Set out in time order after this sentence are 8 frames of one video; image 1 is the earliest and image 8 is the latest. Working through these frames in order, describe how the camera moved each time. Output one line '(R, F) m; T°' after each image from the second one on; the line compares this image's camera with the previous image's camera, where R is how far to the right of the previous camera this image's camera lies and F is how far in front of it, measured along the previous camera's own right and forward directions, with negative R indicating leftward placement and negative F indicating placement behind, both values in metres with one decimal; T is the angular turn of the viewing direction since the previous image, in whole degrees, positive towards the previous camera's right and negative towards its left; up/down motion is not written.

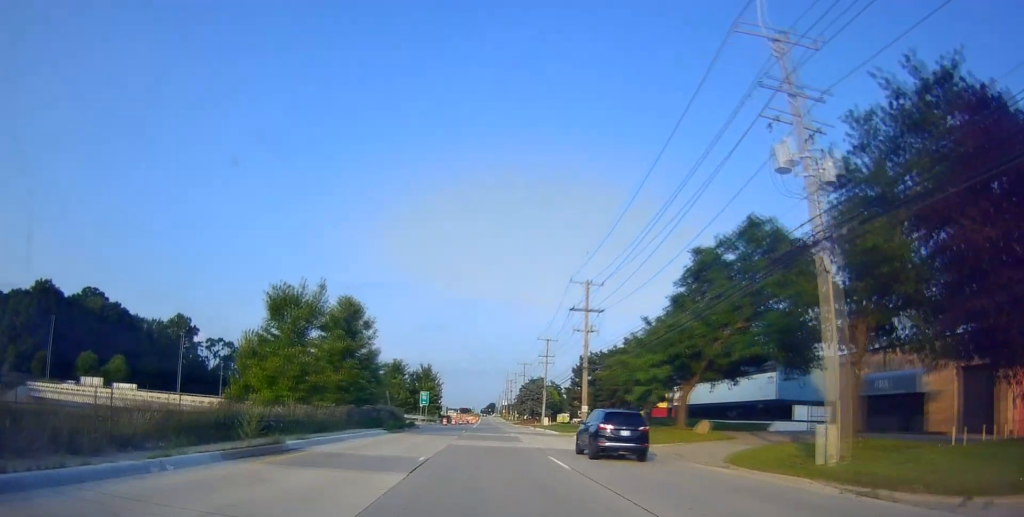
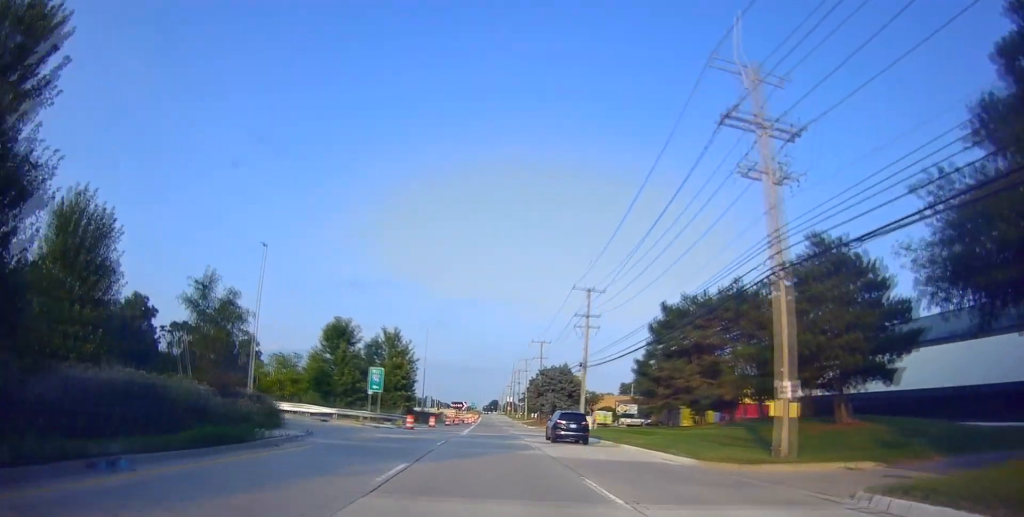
(+1.1, +35.6) m; +2°
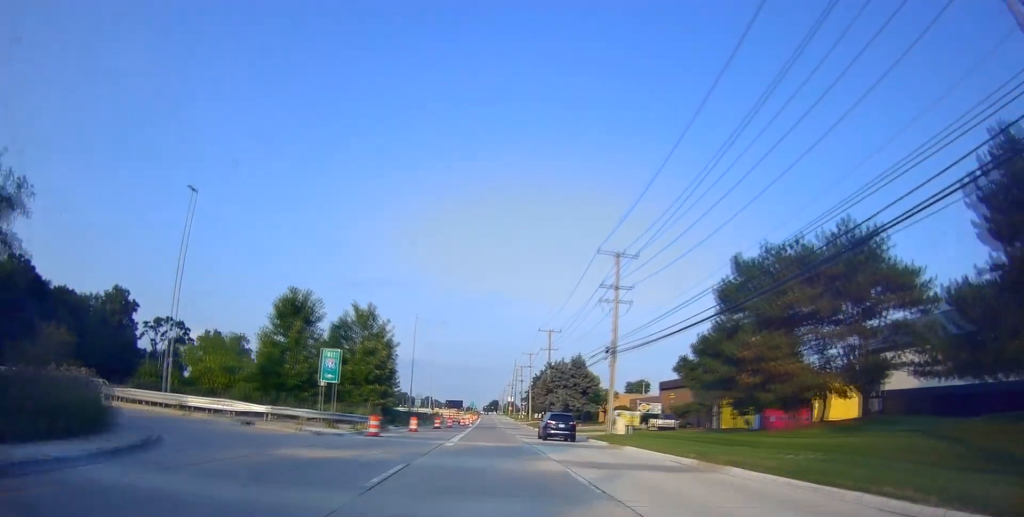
(-0.4, +12.8) m; -1°
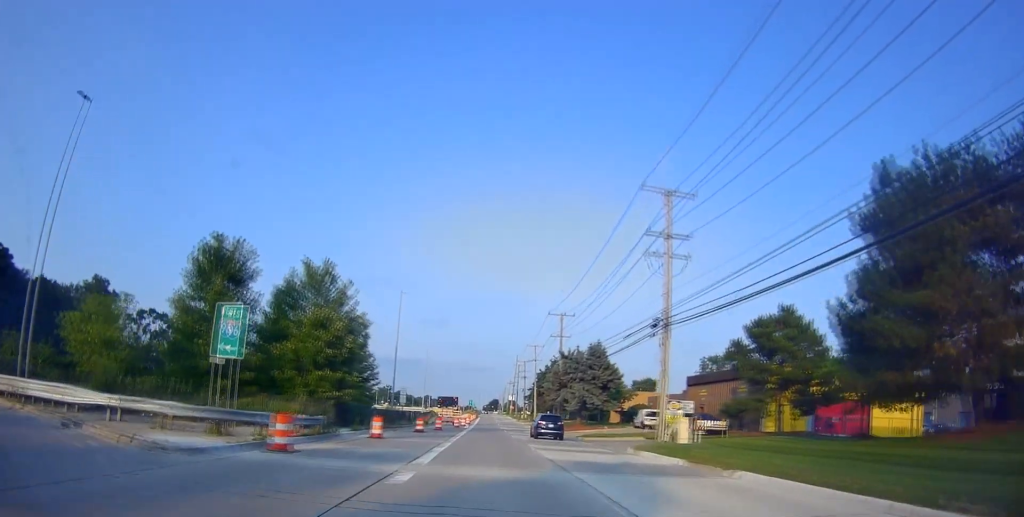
(-0.1, +12.8) m; 0°
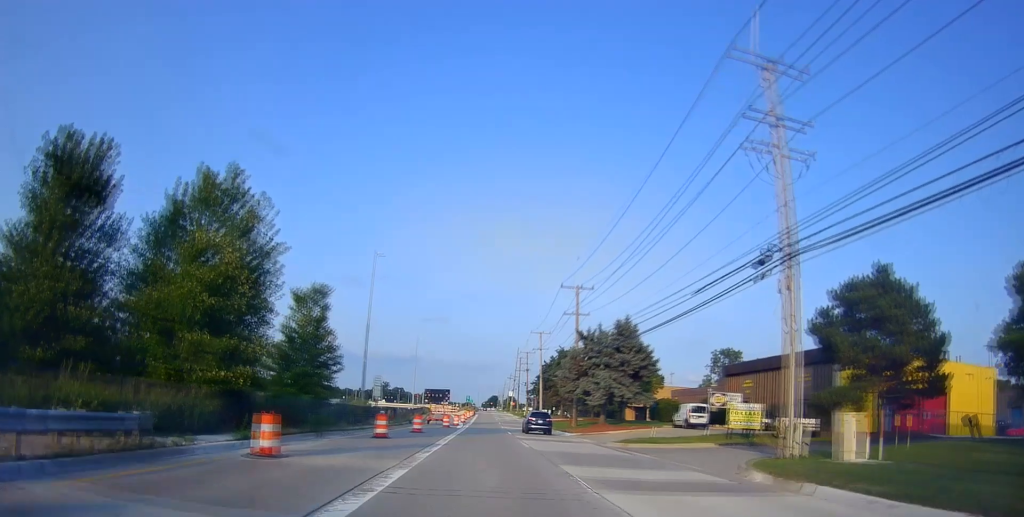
(0.0, +13.4) m; 0°
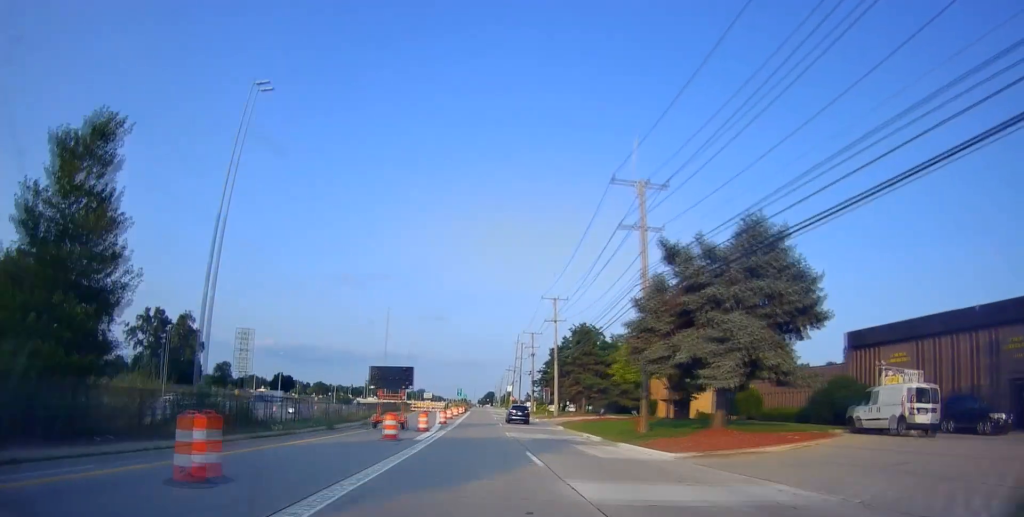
(0.0, +26.2) m; +1°
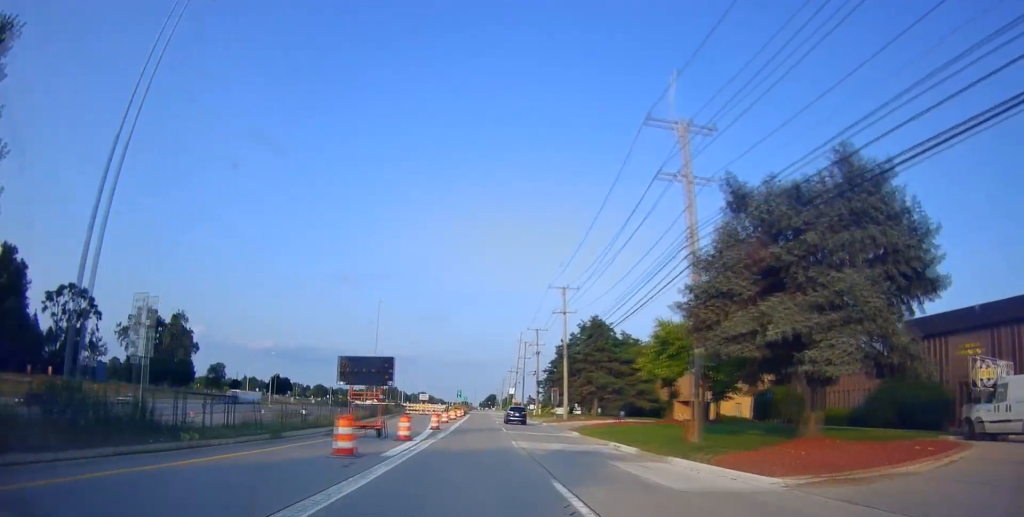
(+0.1, +7.5) m; 0°
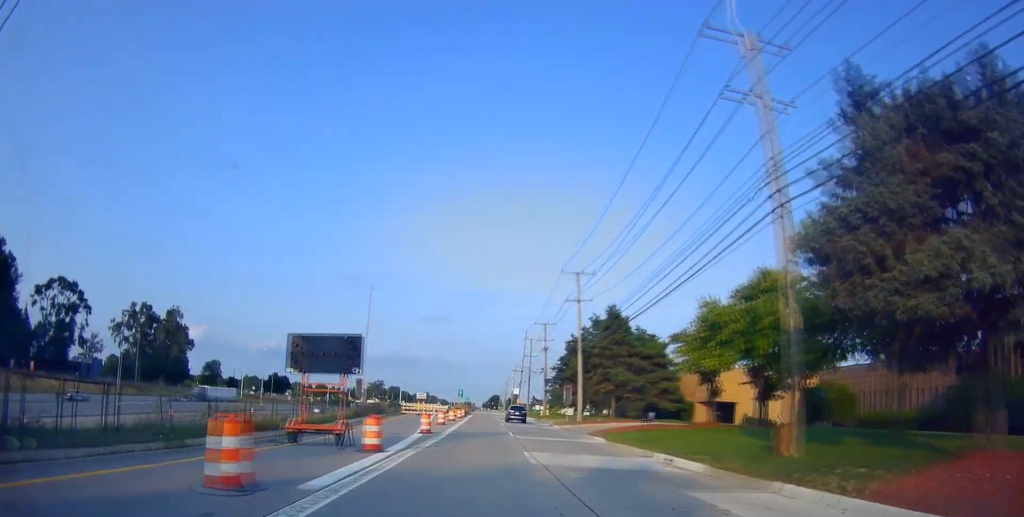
(+0.2, +7.5) m; 0°
